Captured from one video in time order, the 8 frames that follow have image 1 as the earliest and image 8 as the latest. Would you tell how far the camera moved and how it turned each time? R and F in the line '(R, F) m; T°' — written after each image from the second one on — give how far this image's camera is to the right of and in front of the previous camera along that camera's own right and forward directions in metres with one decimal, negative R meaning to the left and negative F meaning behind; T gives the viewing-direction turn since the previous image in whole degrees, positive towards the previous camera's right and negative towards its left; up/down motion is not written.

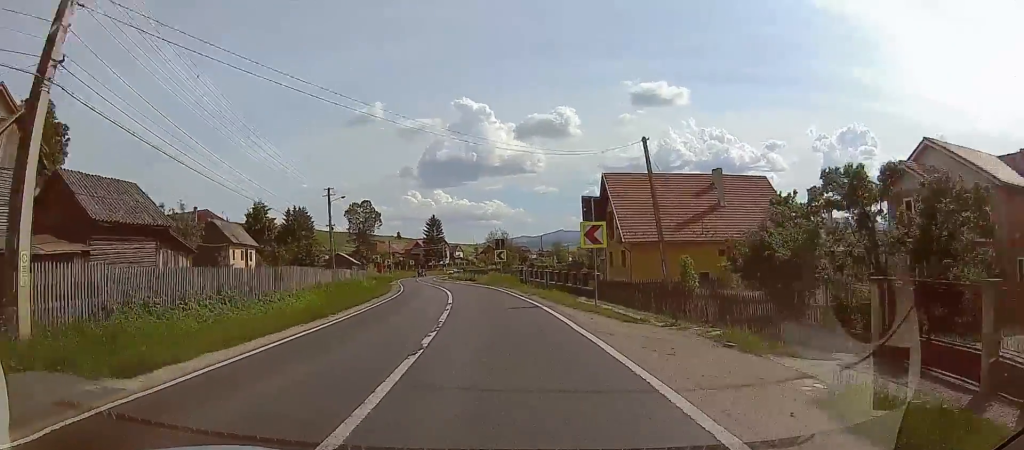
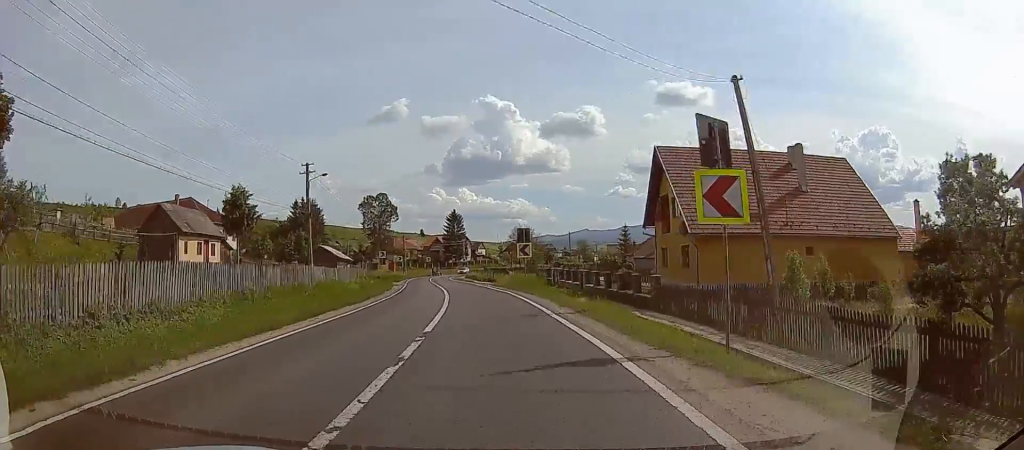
(-0.3, +10.0) m; -3°
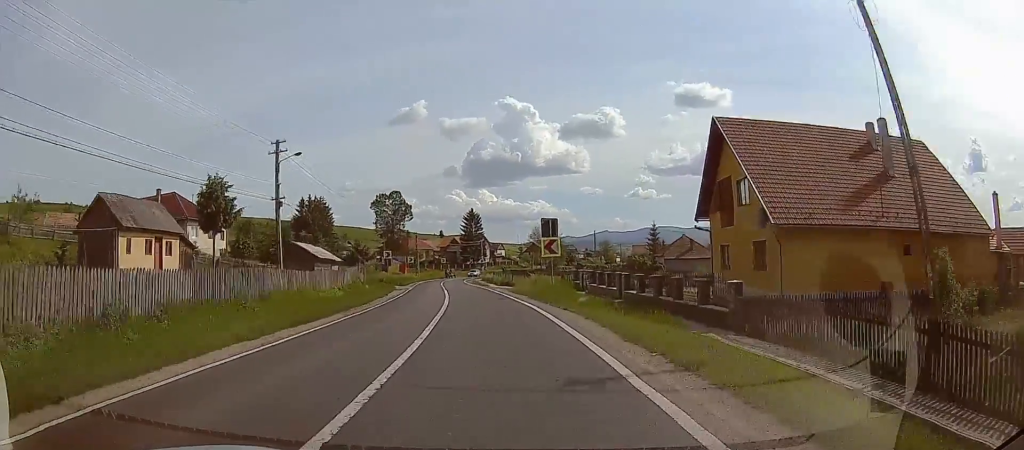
(0.0, +7.7) m; -2°
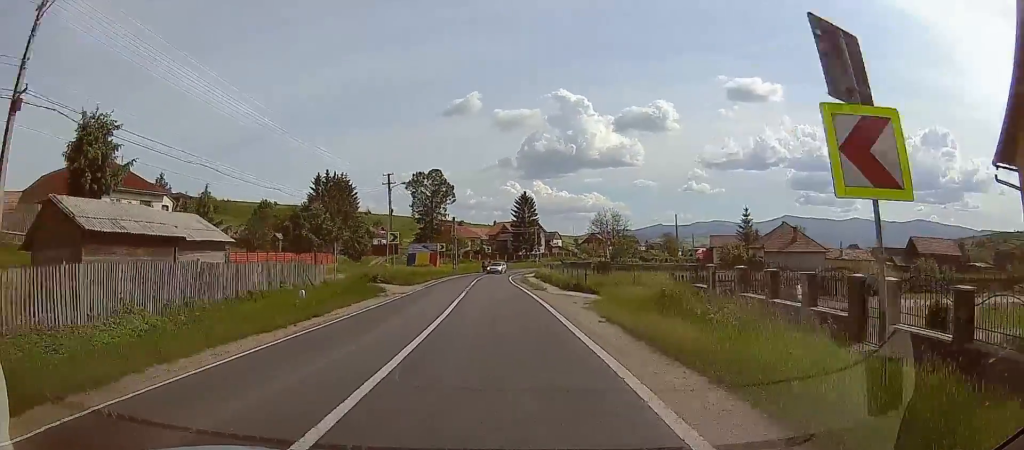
(-1.4, +20.1) m; -6°
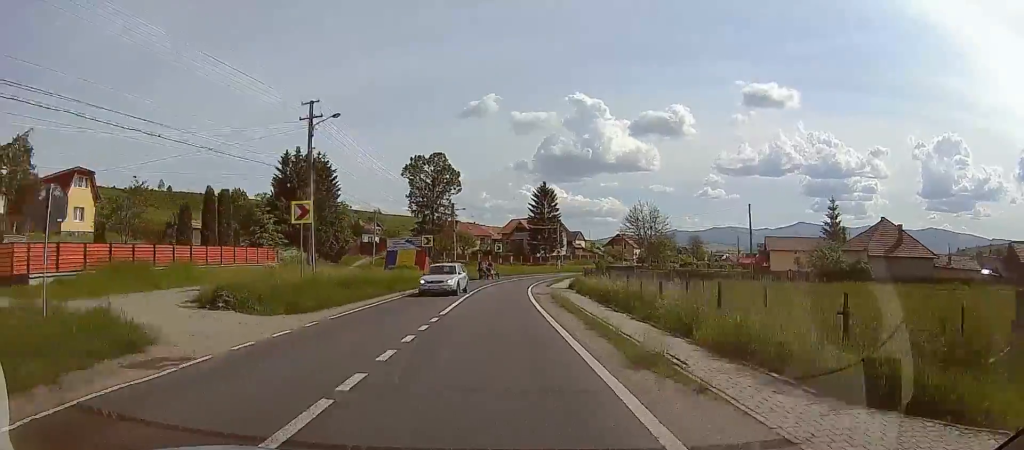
(-0.4, +20.7) m; 0°
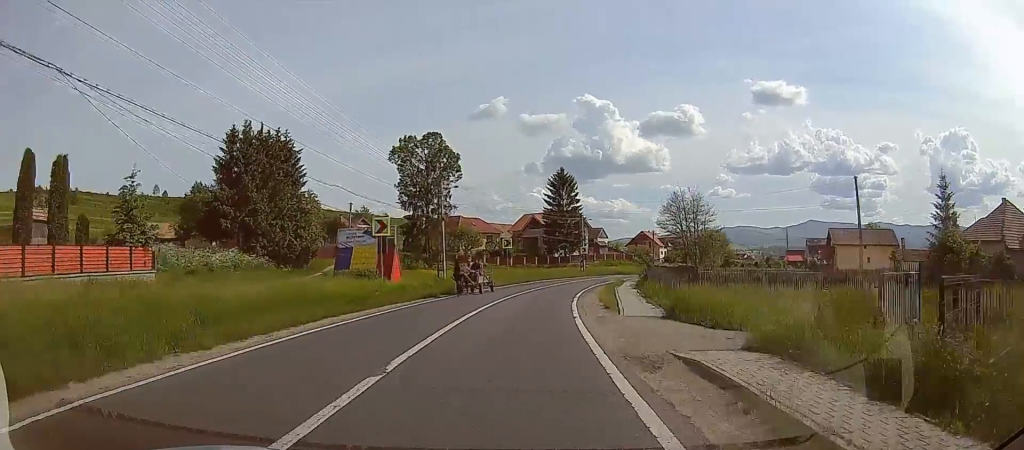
(+0.4, +17.3) m; +2°
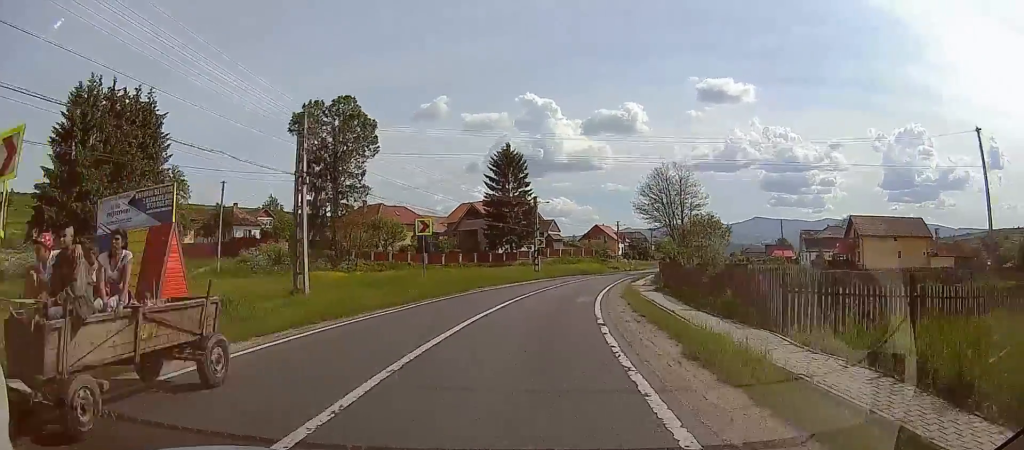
(0.0, +20.2) m; +1°
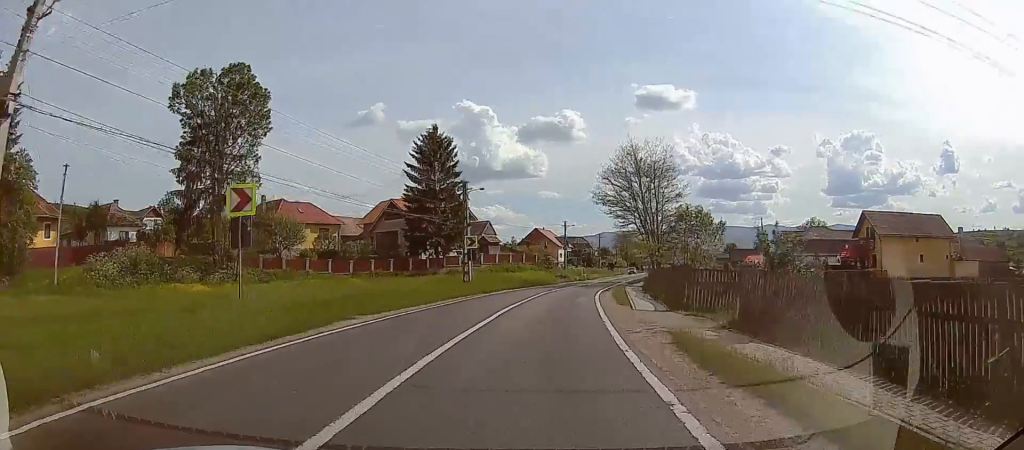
(+0.2, +17.0) m; +4°
